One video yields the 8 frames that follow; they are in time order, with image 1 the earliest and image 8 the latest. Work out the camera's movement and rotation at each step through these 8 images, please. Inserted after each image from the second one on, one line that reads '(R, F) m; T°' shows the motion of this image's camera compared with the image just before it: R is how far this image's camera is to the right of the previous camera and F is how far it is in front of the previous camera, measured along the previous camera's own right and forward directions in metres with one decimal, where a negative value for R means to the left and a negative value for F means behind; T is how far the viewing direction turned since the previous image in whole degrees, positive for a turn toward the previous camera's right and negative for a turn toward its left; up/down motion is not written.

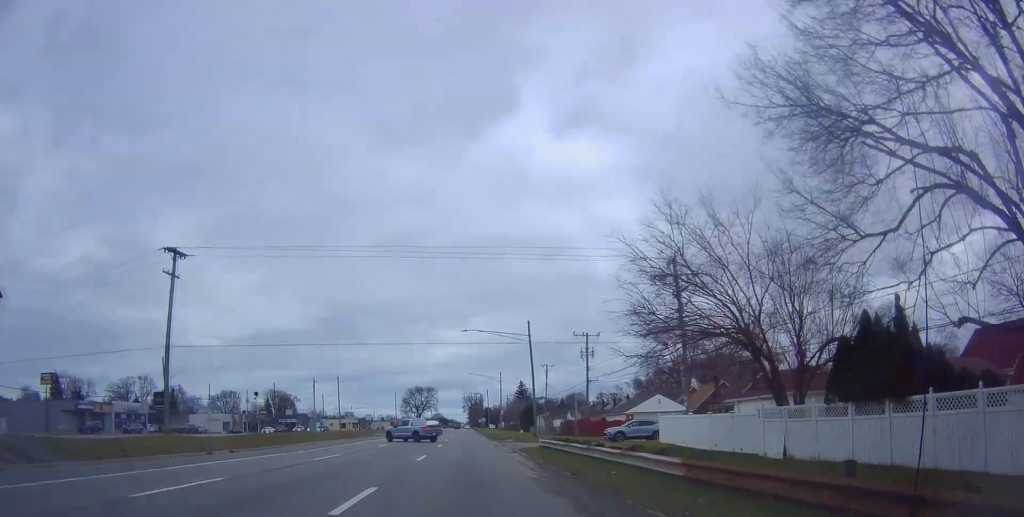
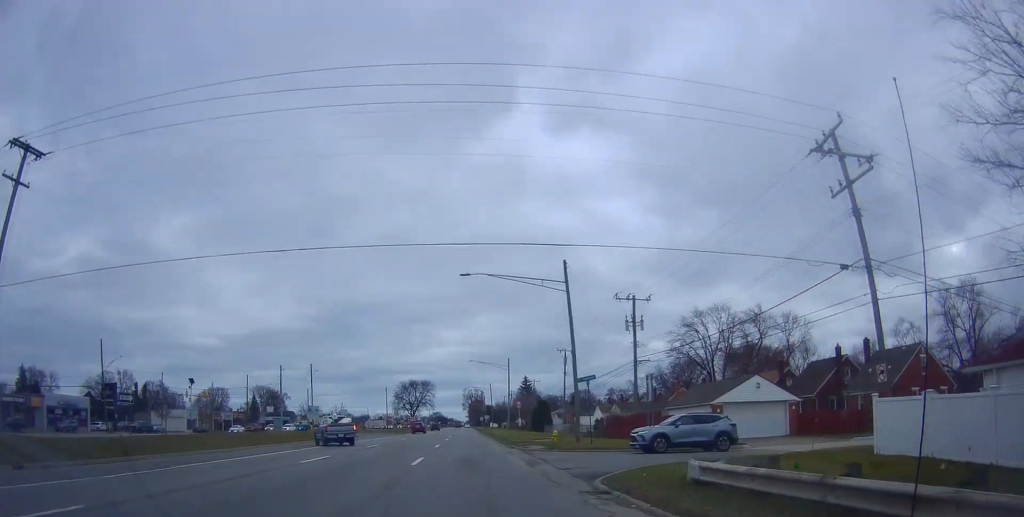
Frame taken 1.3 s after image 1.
(0.0, +18.4) m; 0°
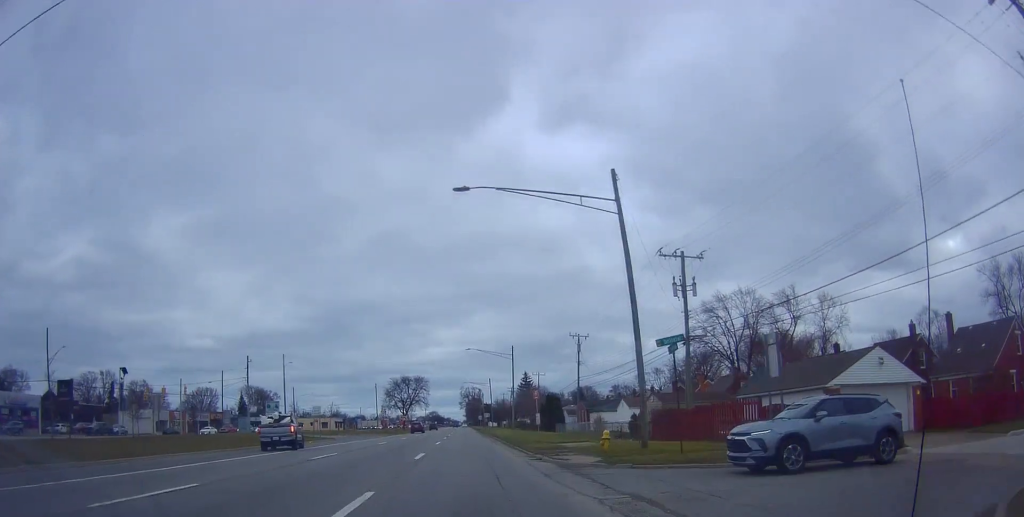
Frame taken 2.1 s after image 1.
(+0.1, +12.1) m; -2°
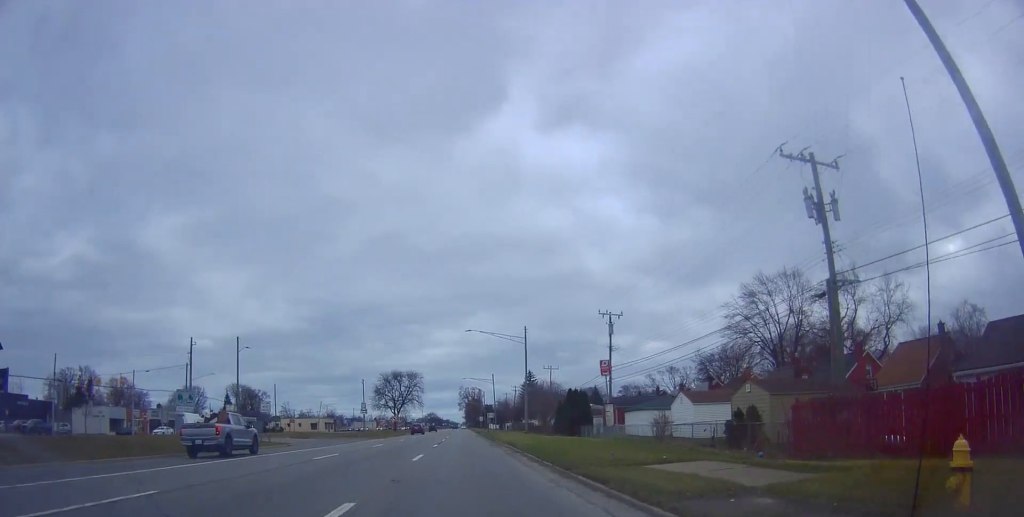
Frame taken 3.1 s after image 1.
(-0.7, +15.8) m; 0°
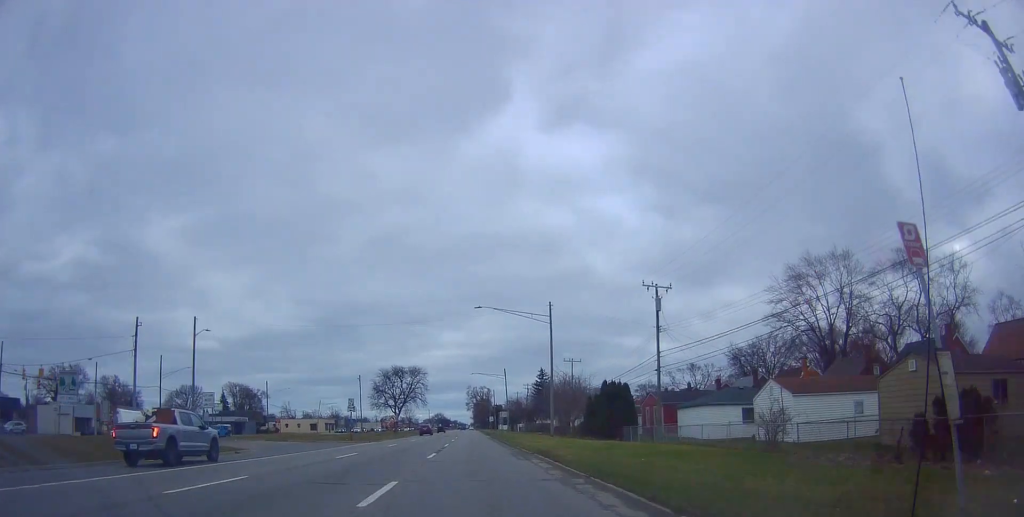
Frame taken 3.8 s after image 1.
(+0.5, +12.1) m; +1°
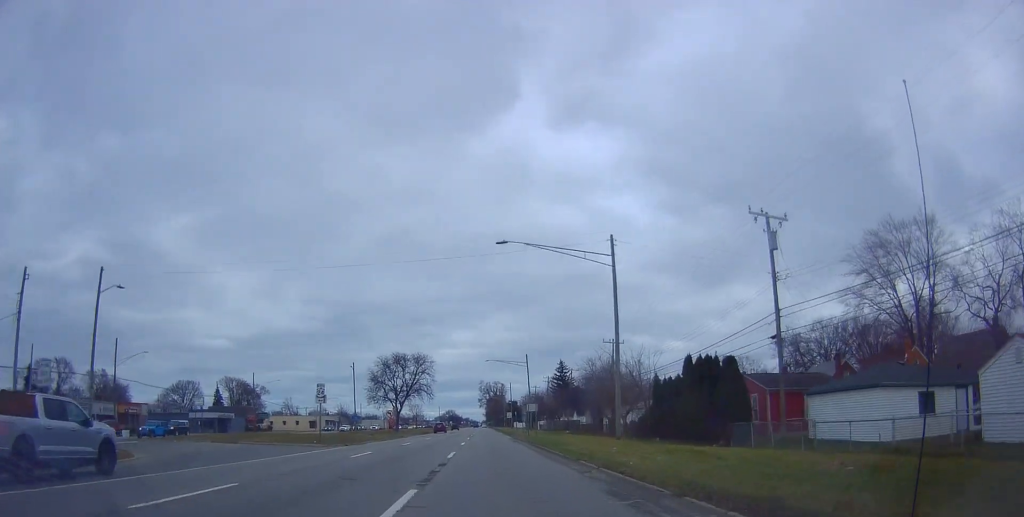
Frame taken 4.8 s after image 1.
(0.0, +16.3) m; -3°
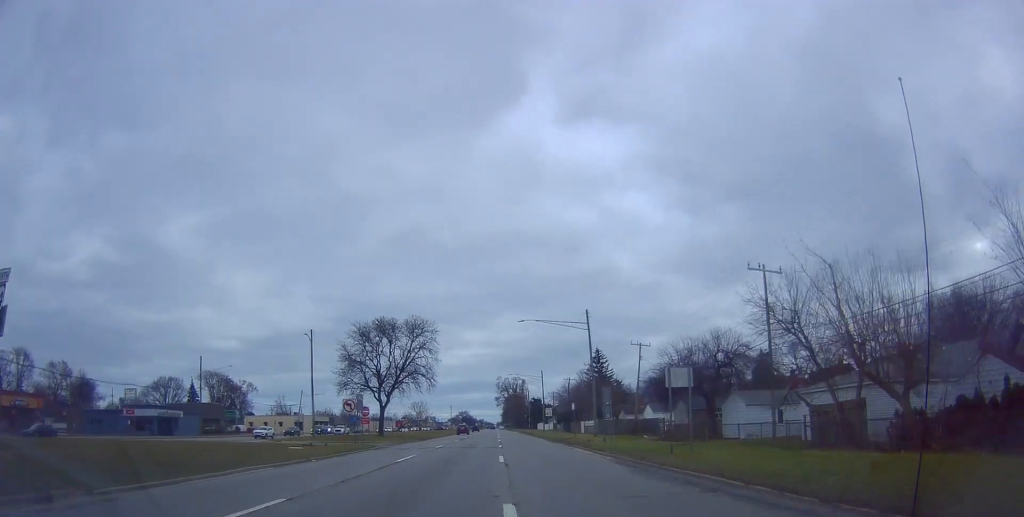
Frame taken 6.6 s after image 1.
(-1.2, +31.9) m; 0°
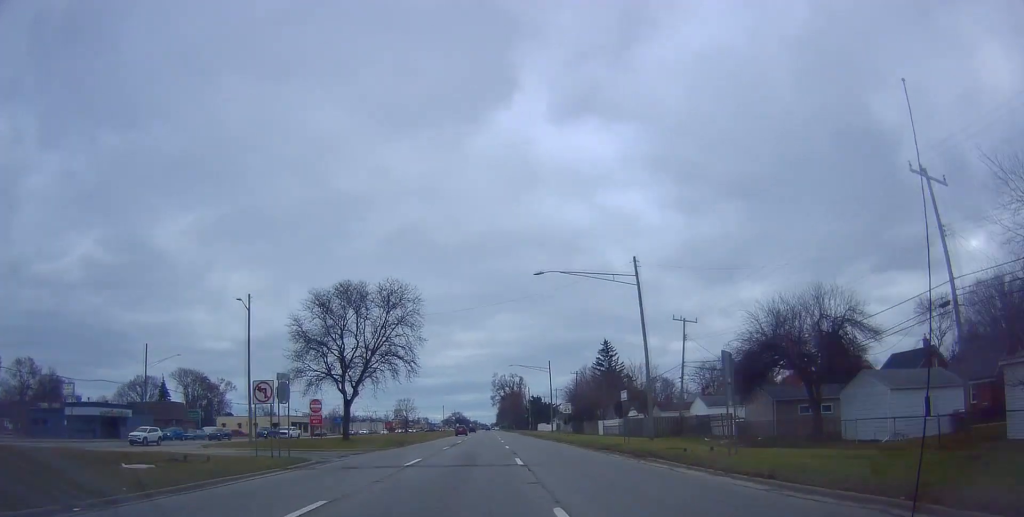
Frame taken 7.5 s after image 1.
(+0.5, +16.1) m; +2°
